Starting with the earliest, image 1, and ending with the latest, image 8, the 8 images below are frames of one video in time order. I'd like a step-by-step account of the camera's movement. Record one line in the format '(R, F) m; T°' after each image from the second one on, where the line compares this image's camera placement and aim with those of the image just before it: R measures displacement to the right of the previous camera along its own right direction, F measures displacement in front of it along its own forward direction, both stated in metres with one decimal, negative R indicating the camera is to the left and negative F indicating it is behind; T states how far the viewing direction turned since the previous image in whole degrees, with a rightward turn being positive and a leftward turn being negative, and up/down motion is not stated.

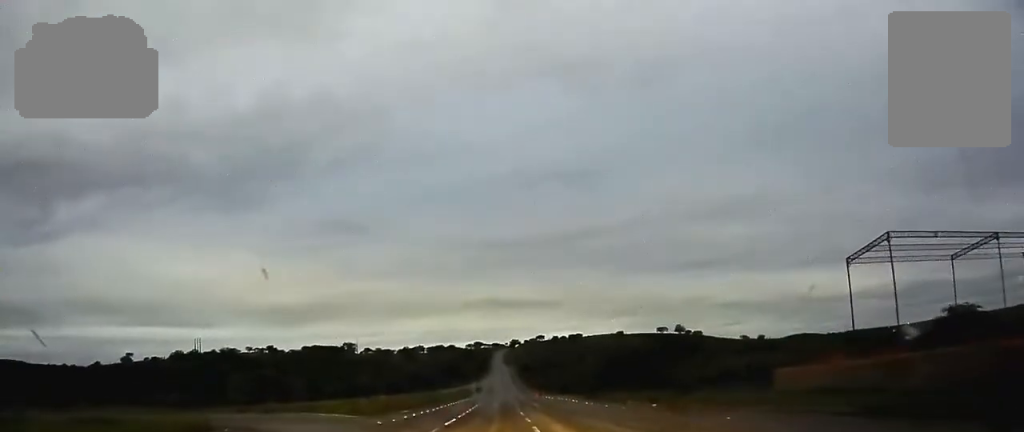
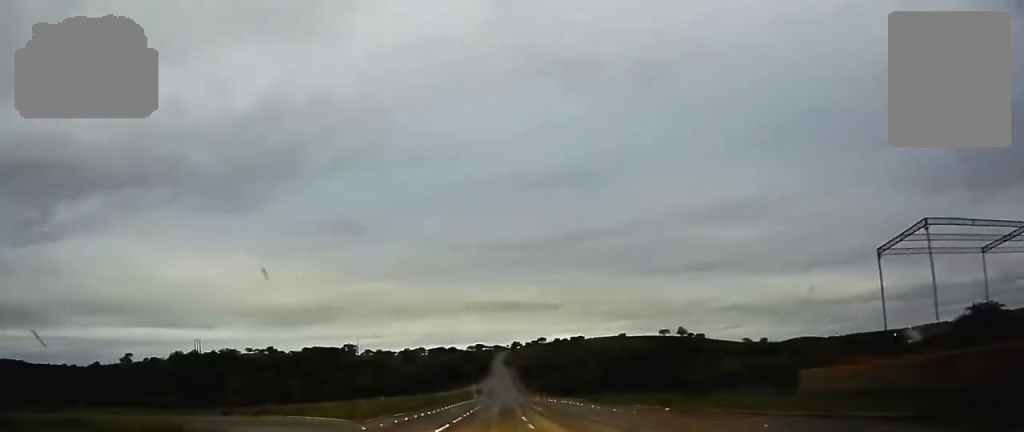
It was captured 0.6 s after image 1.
(0.0, +3.9) m; +1°
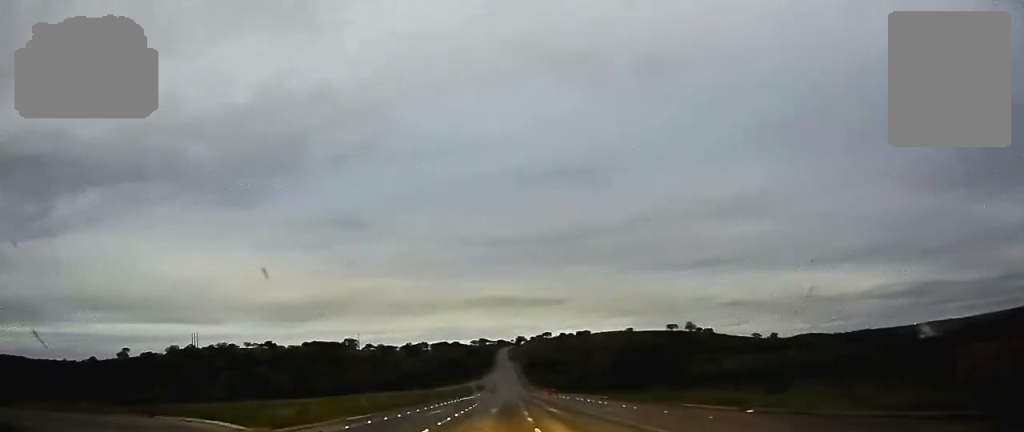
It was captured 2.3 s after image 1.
(-0.1, +16.0) m; 0°
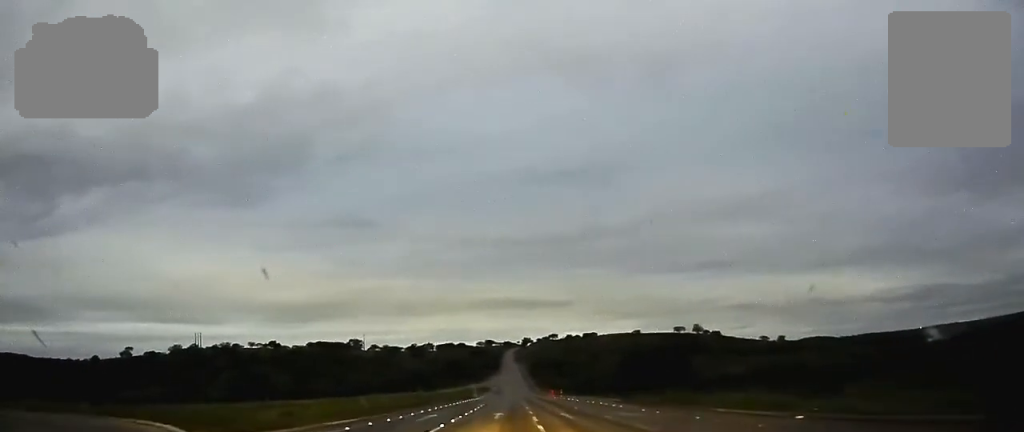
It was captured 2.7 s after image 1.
(+0.1, +5.4) m; 0°
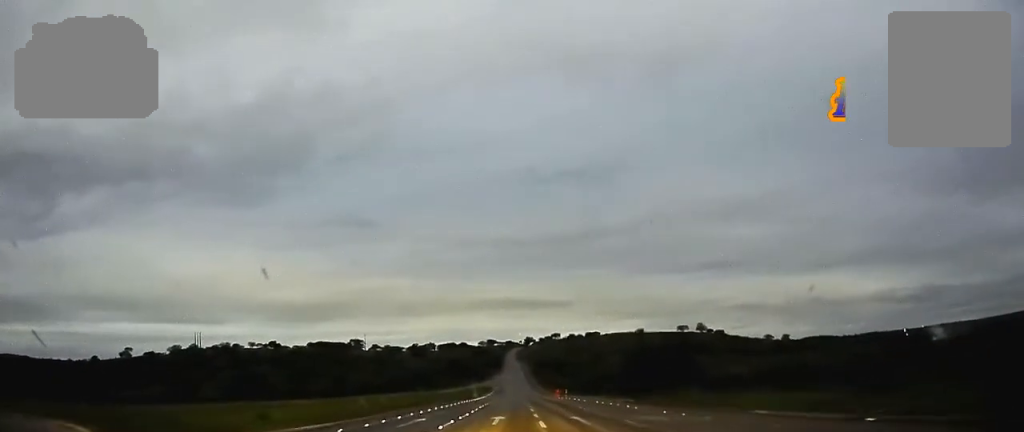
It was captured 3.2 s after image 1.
(0.0, +5.4) m; 0°
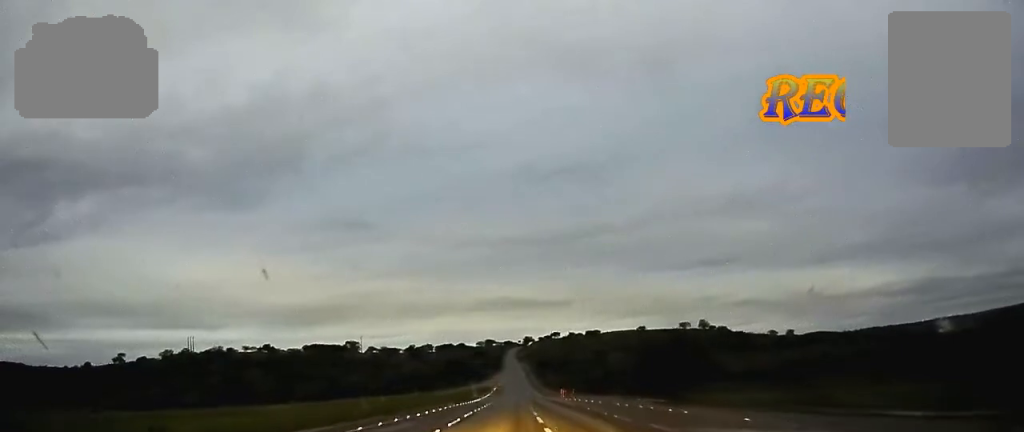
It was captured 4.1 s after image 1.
(0.0, +13.5) m; 0°
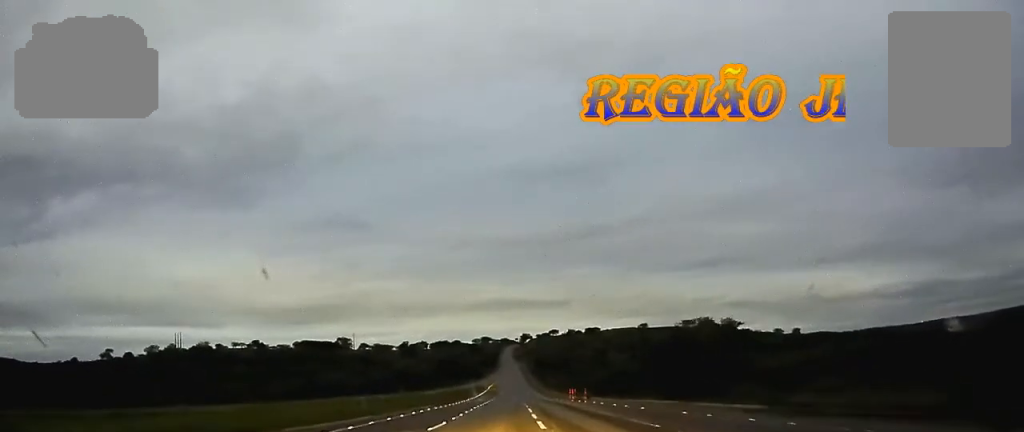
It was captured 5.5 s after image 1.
(+0.1, +21.4) m; 0°
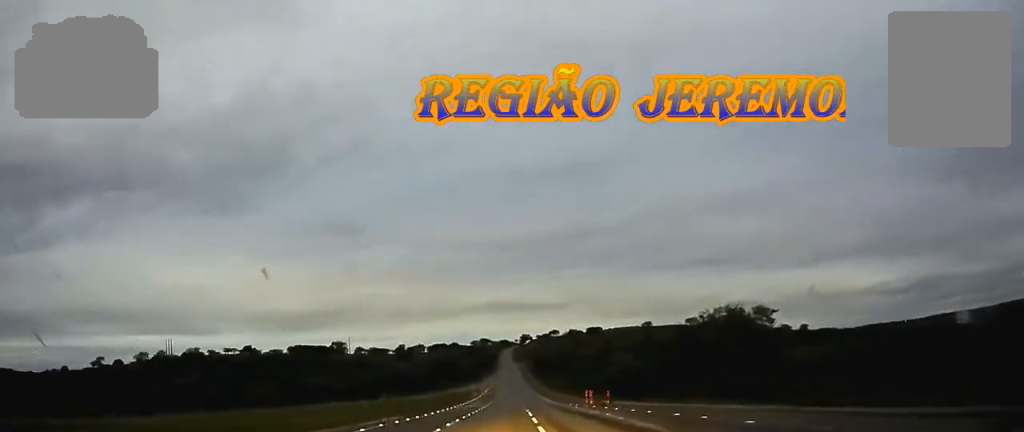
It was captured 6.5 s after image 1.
(-0.1, +18.1) m; 0°
